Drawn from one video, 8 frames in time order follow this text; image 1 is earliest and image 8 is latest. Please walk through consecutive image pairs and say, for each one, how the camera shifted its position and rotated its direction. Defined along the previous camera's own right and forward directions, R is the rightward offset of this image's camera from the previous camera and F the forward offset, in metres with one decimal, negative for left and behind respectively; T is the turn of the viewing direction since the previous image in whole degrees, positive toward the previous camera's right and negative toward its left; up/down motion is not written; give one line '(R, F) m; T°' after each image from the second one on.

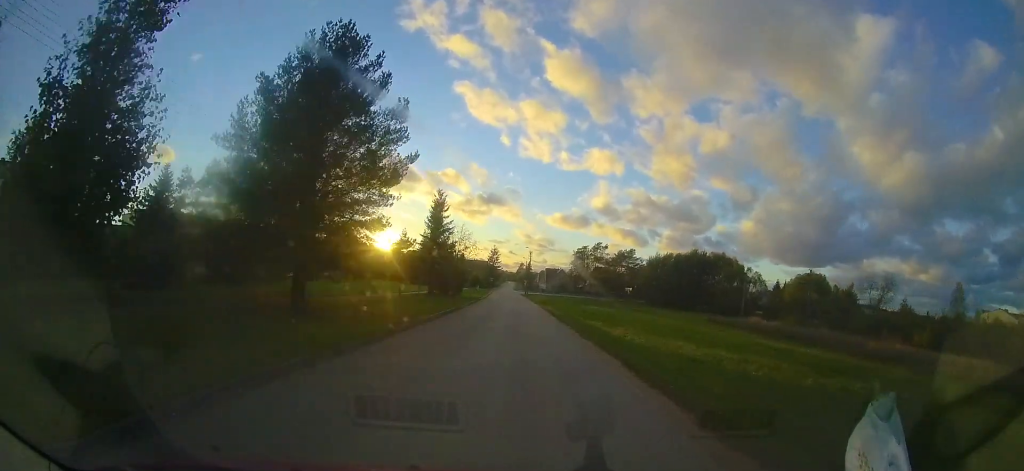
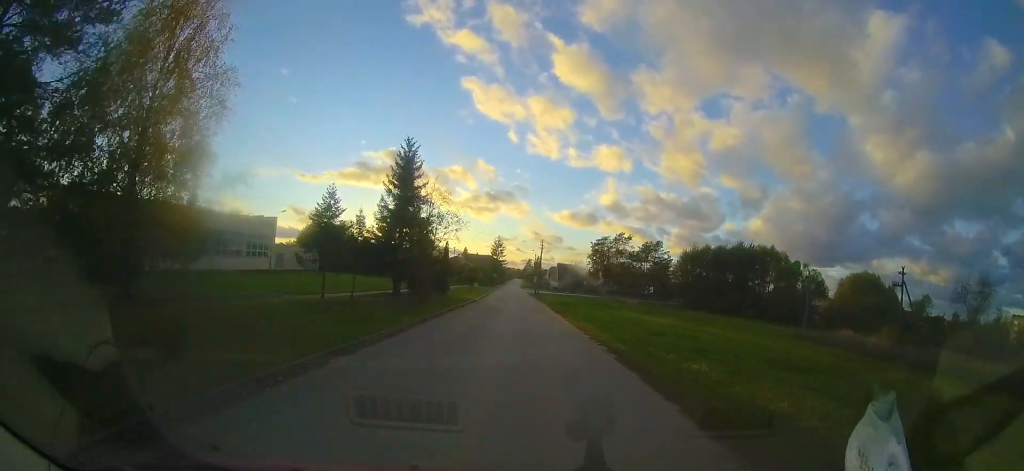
(-0.3, +13.1) m; -2°
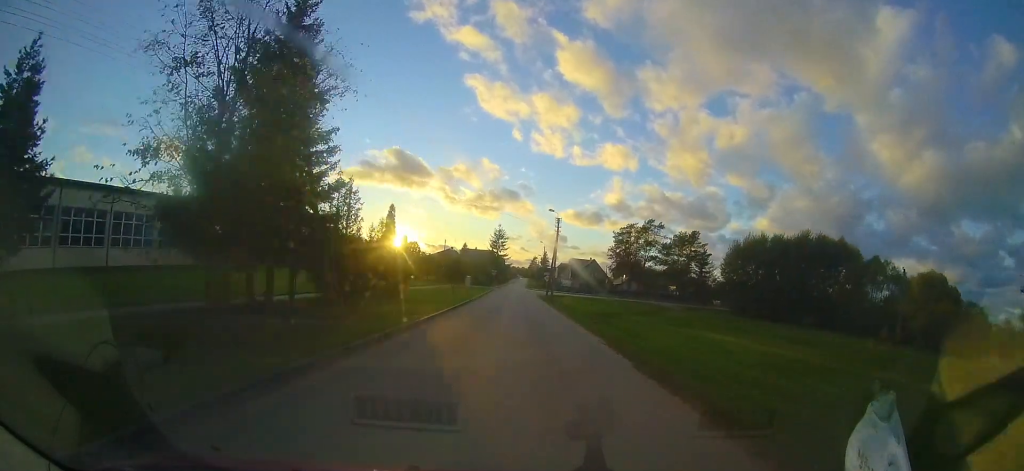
(-0.1, +14.0) m; -1°
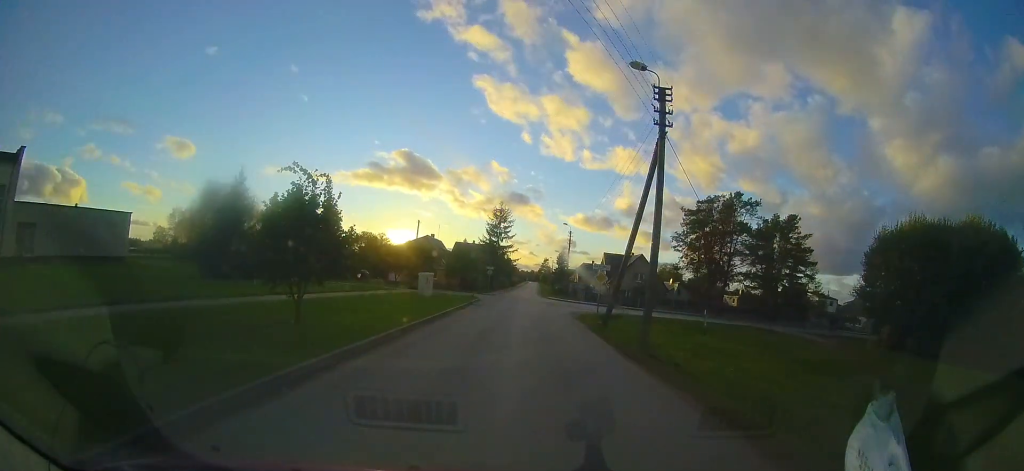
(+0.1, +21.3) m; +3°
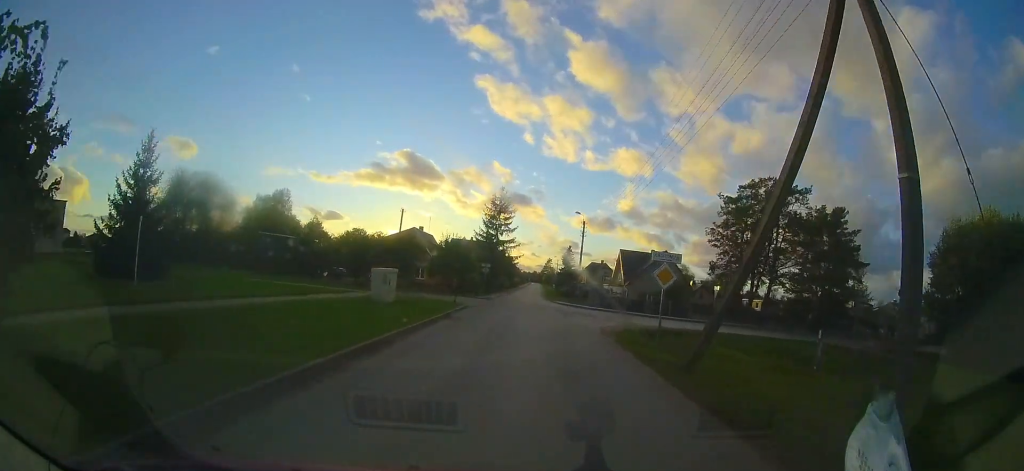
(+0.2, +6.2) m; +2°
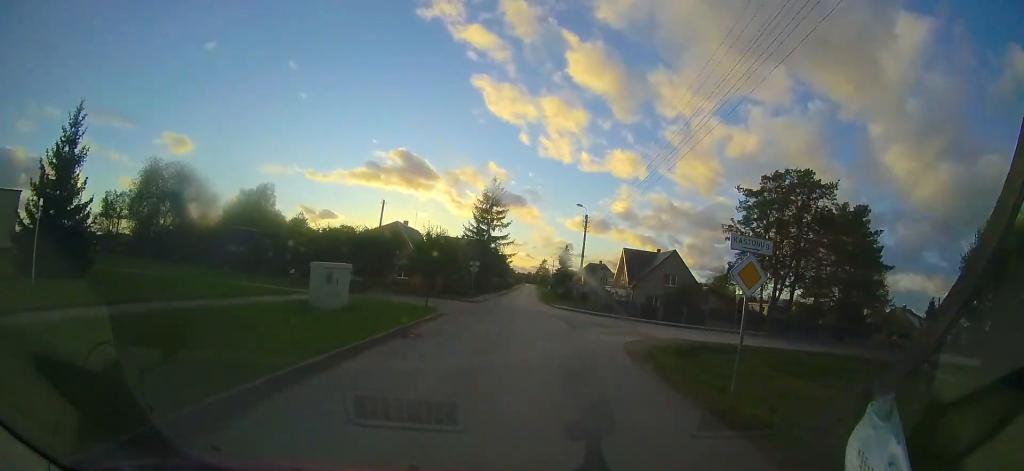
(0.0, +3.5) m; +1°
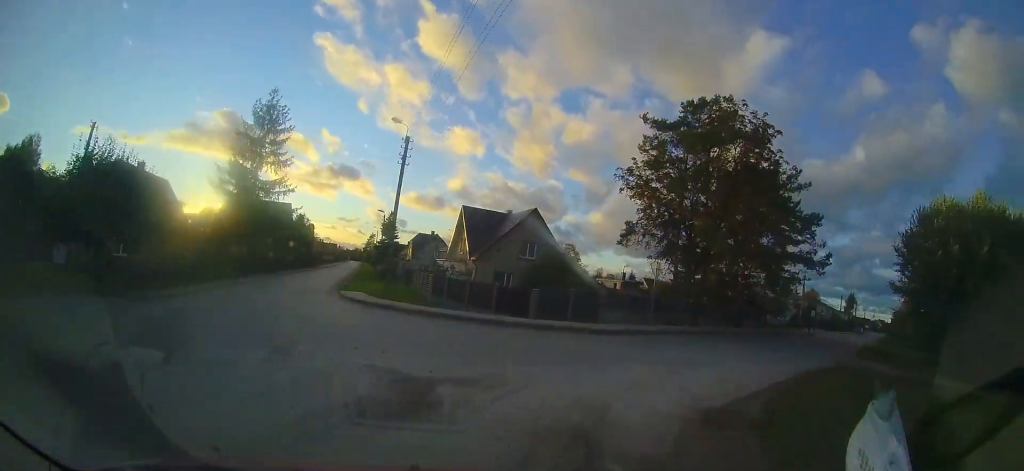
(+1.5, +11.9) m; +19°
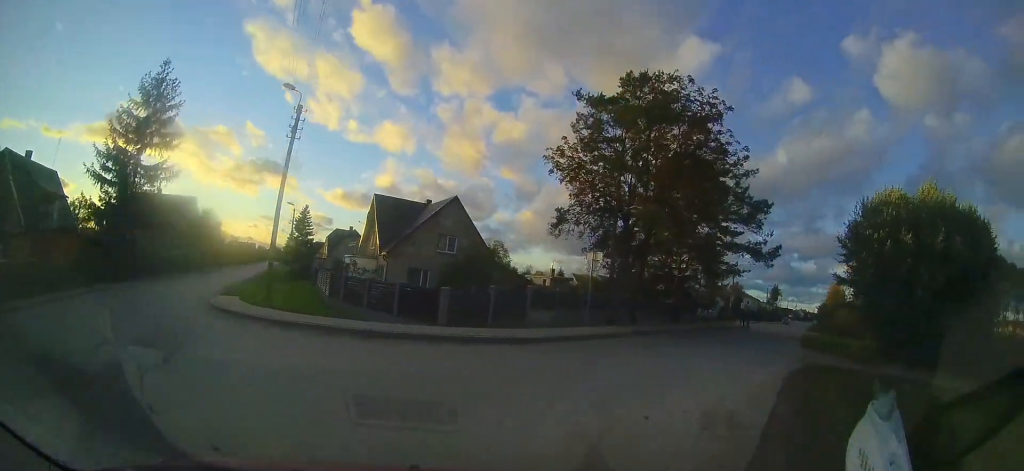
(+0.2, +2.7) m; +6°
